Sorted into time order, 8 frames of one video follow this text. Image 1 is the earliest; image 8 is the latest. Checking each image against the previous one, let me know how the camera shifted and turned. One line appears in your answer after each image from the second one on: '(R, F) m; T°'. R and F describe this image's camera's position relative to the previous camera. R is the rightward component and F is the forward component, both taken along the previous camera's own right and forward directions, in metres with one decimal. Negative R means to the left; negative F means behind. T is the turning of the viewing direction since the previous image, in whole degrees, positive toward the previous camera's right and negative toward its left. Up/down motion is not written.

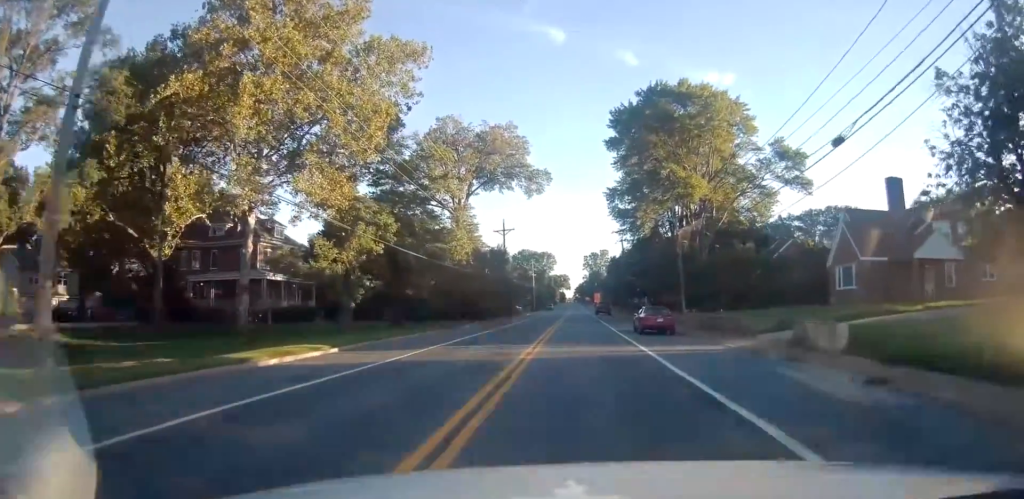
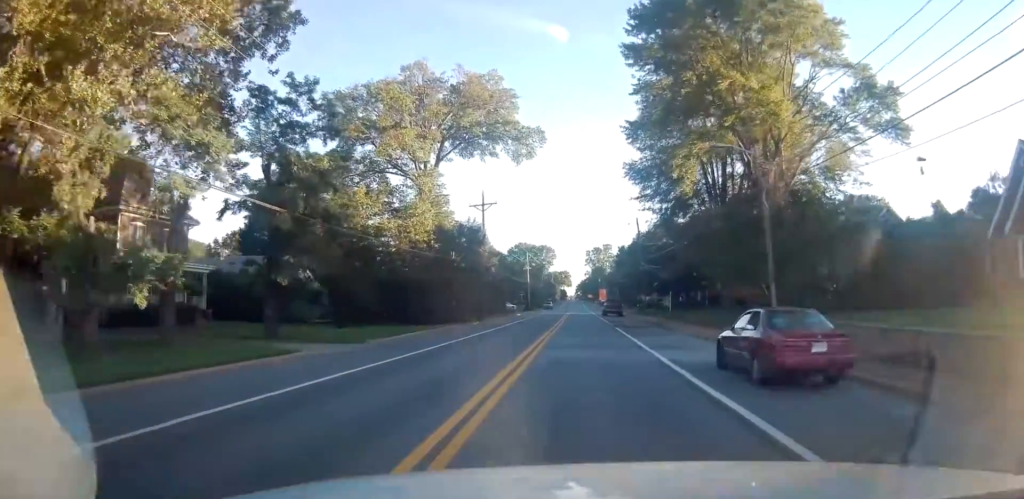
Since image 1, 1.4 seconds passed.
(+0.2, +17.4) m; 0°
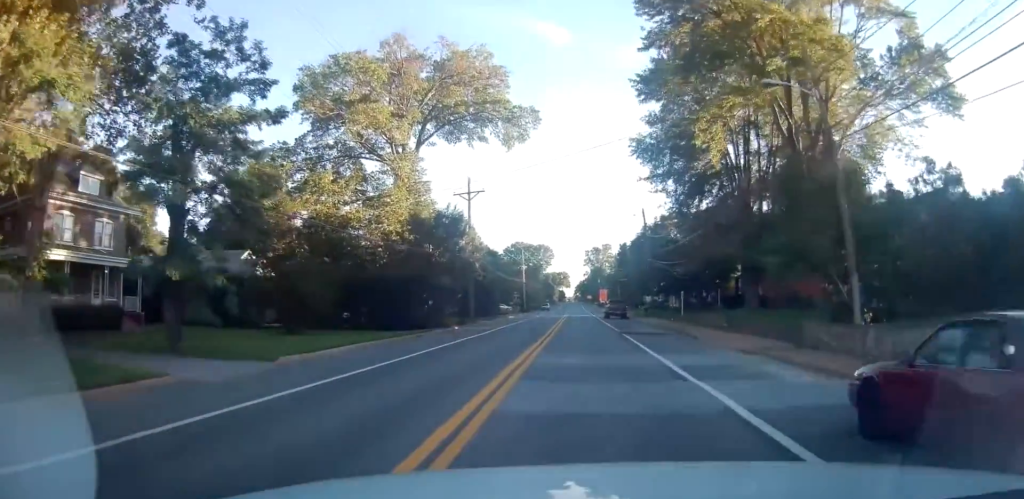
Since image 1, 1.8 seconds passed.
(-0.1, +6.5) m; 0°
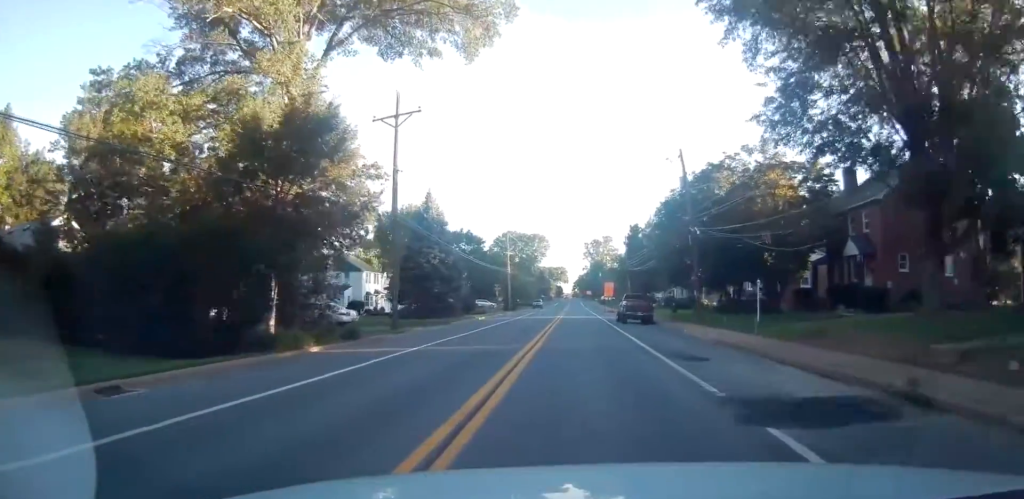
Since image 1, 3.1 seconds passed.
(+0.1, +19.9) m; 0°
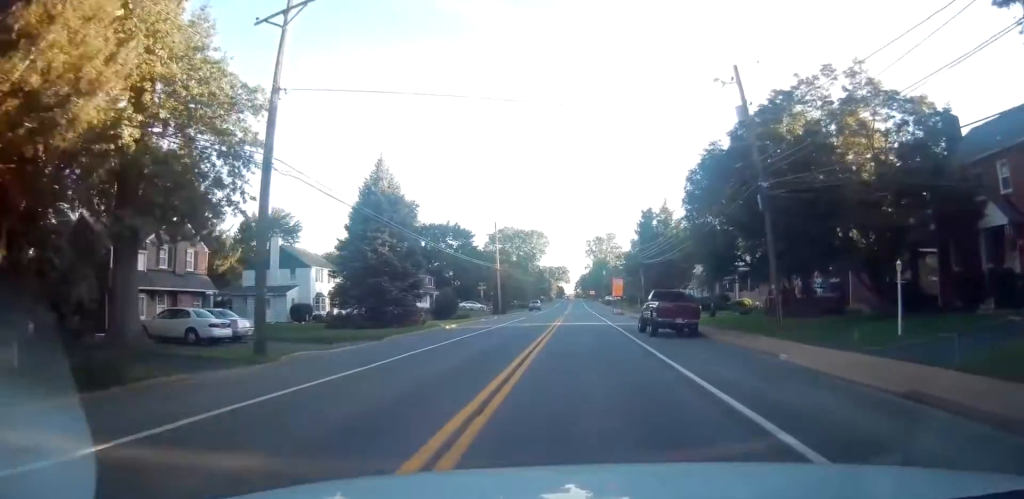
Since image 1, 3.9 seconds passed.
(-0.1, +13.1) m; 0°
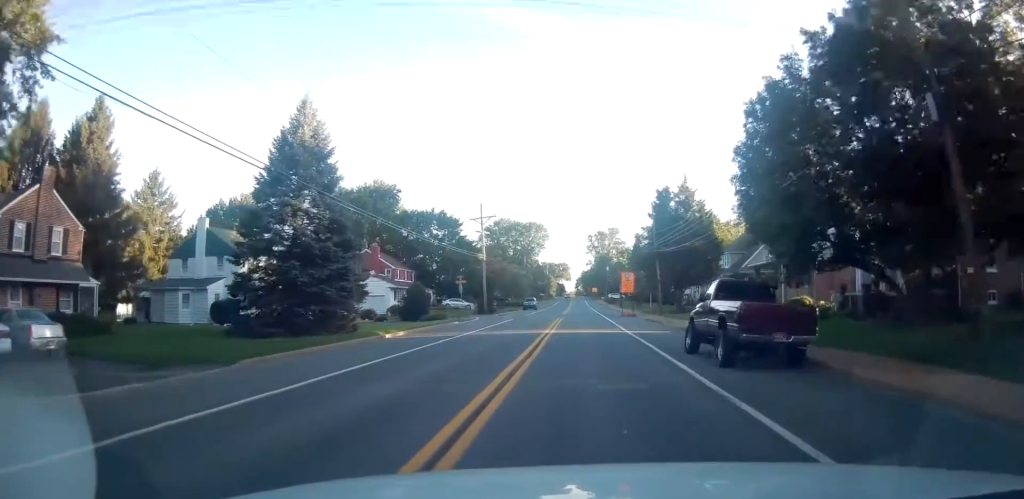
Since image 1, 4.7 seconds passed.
(+0.2, +12.3) m; 0°
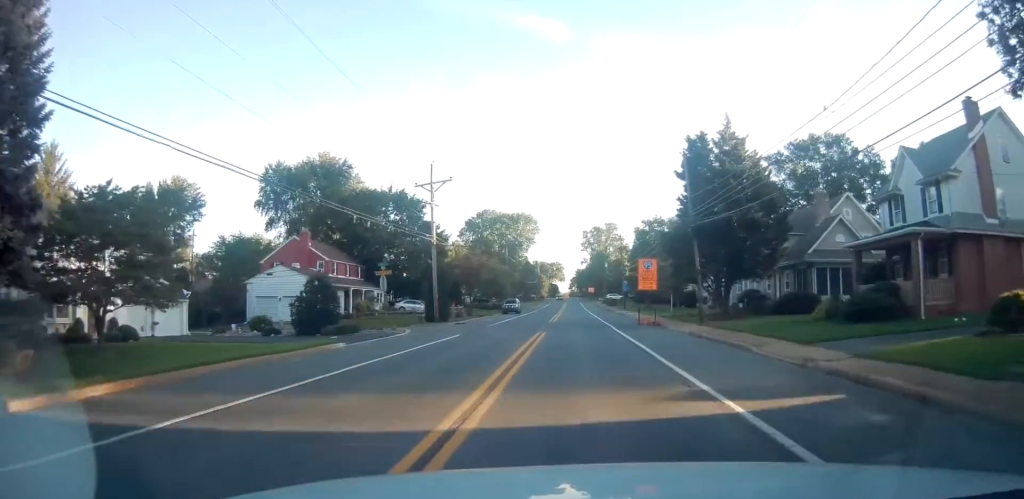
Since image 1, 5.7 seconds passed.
(-0.2, +18.8) m; 0°
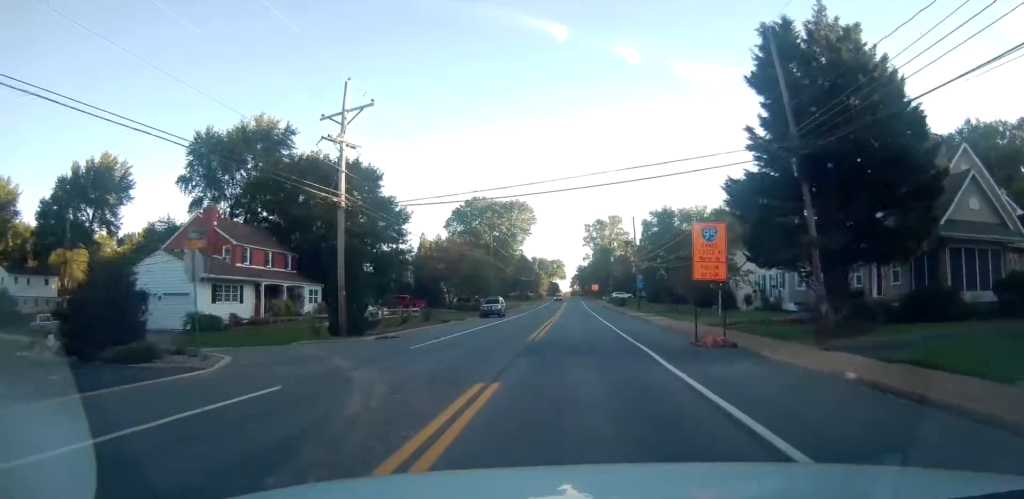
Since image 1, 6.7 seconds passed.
(+0.1, +17.2) m; 0°
